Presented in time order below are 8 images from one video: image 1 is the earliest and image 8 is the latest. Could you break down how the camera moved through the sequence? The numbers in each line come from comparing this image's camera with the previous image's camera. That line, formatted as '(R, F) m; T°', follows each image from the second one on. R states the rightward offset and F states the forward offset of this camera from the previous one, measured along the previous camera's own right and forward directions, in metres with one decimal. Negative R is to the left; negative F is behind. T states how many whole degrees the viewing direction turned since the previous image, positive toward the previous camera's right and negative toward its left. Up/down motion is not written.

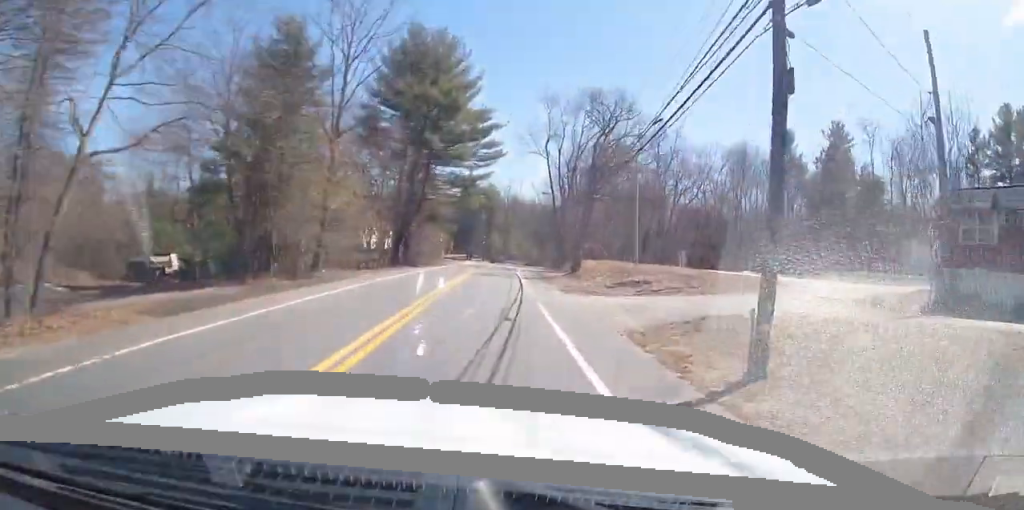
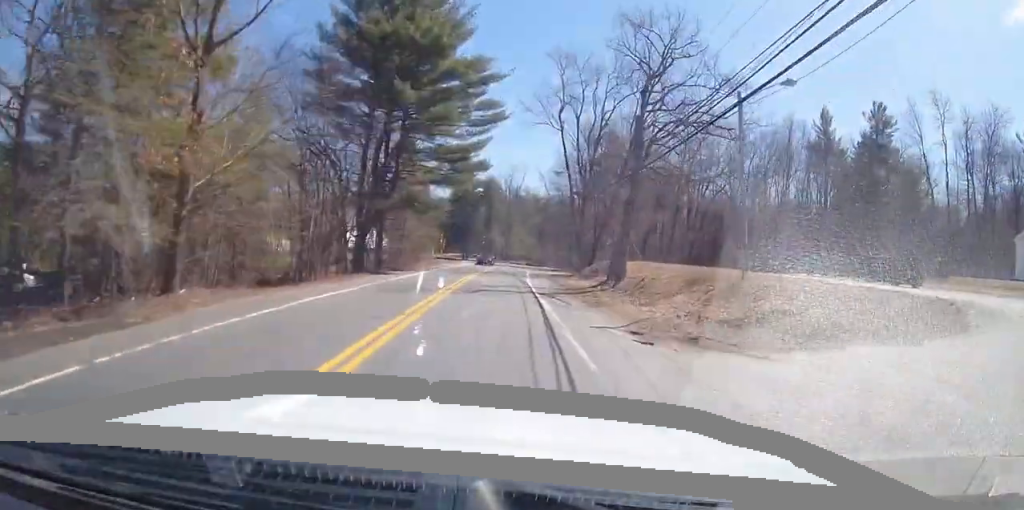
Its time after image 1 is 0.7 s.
(-0.2, +15.2) m; -1°
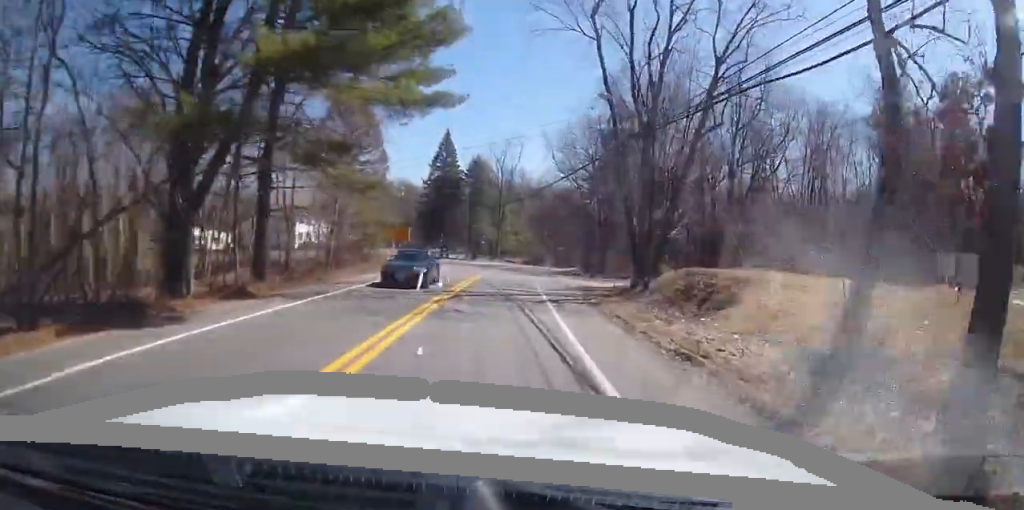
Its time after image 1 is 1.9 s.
(-0.5, +23.3) m; -1°
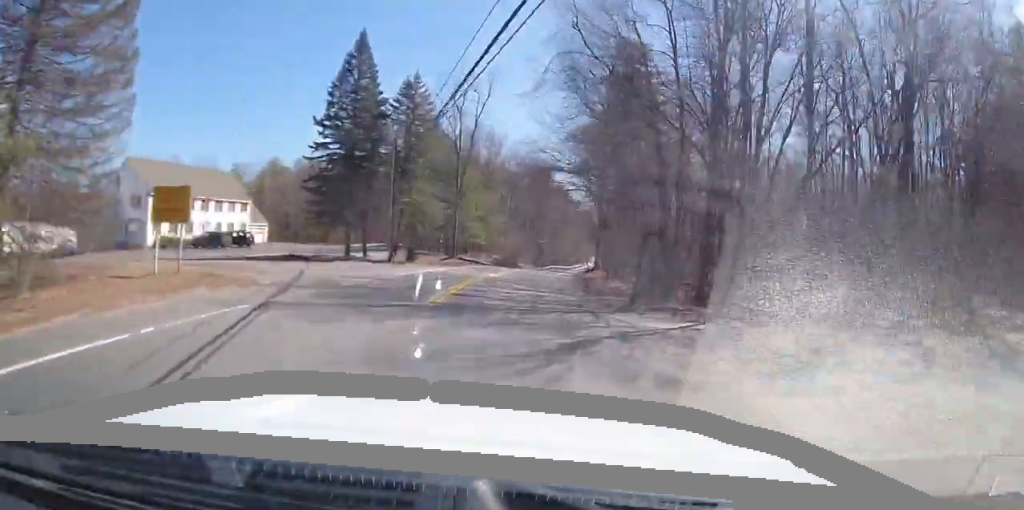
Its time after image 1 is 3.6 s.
(+1.0, +35.5) m; +4°
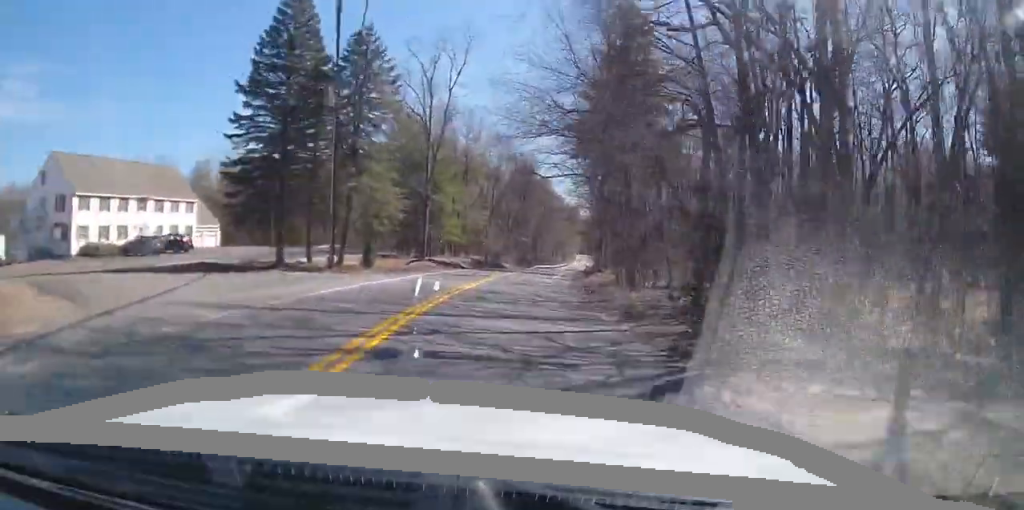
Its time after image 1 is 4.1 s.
(+0.2, +11.1) m; +1°
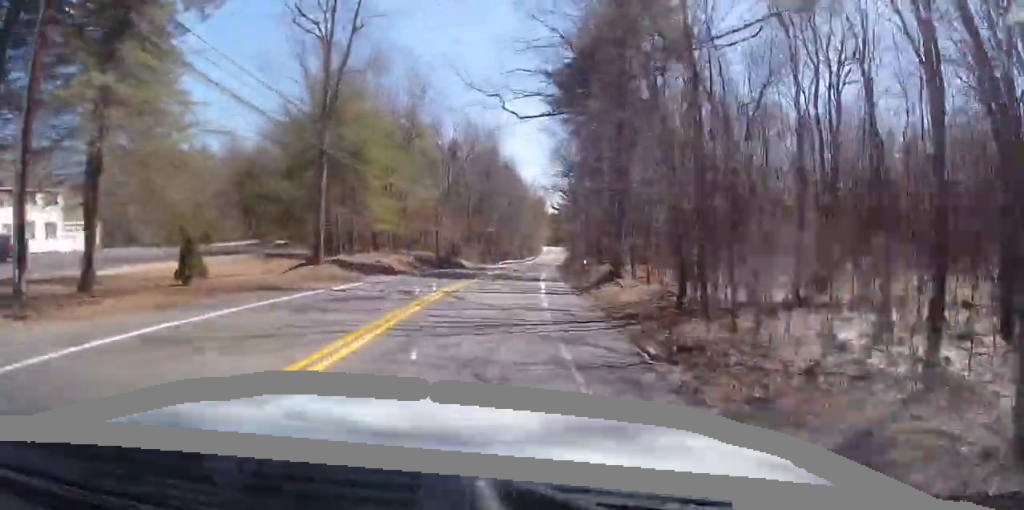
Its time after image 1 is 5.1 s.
(0.0, +20.1) m; 0°
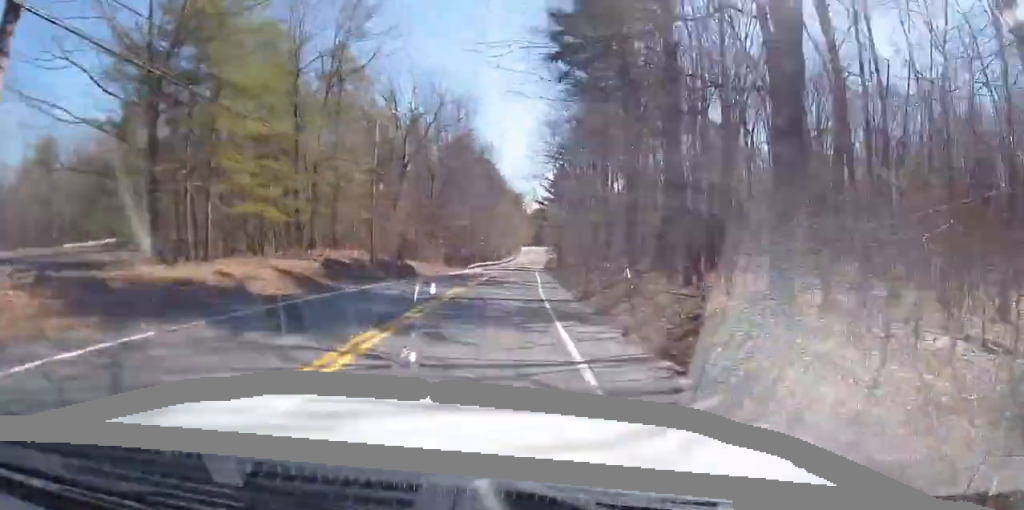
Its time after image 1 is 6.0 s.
(0.0, +19.4) m; +2°
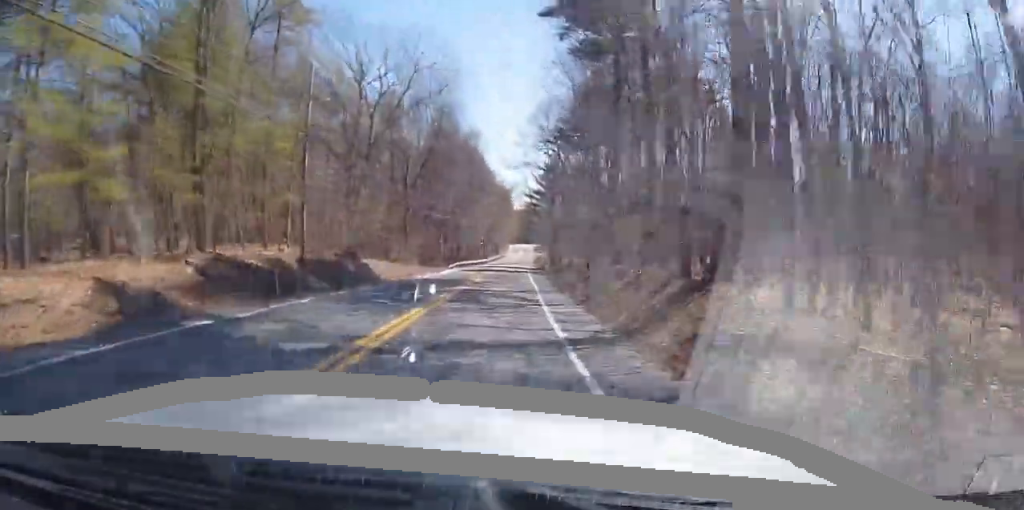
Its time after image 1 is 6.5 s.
(+0.3, +10.4) m; +1°
